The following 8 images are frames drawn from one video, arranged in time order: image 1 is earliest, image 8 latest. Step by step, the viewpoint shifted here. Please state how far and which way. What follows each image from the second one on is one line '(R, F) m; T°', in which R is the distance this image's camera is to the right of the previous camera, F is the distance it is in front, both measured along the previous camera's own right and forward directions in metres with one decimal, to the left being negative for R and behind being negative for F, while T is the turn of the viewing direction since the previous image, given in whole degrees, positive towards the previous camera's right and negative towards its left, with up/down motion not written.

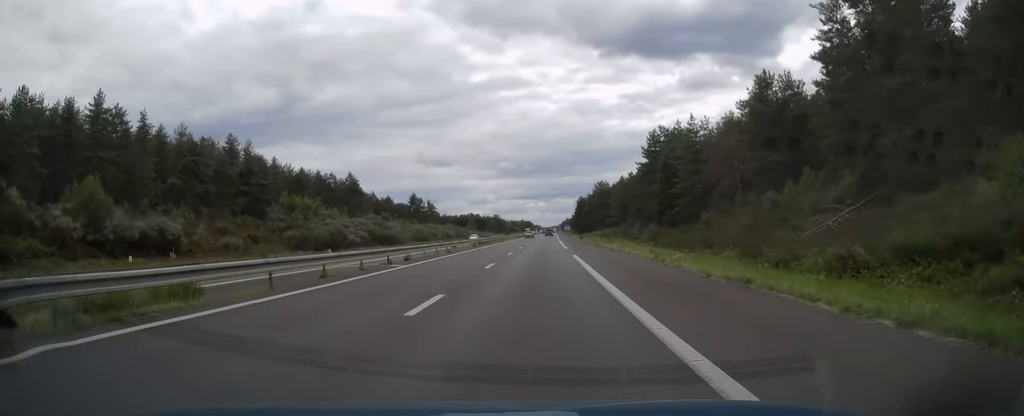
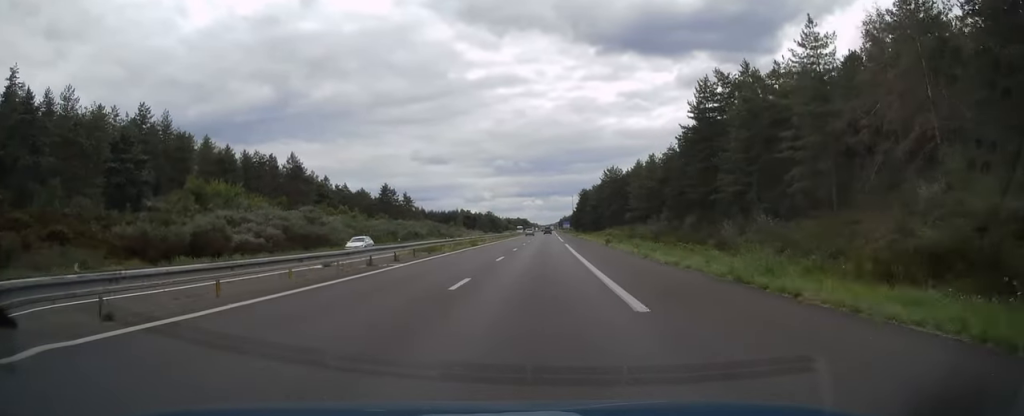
(+0.1, +34.9) m; 0°
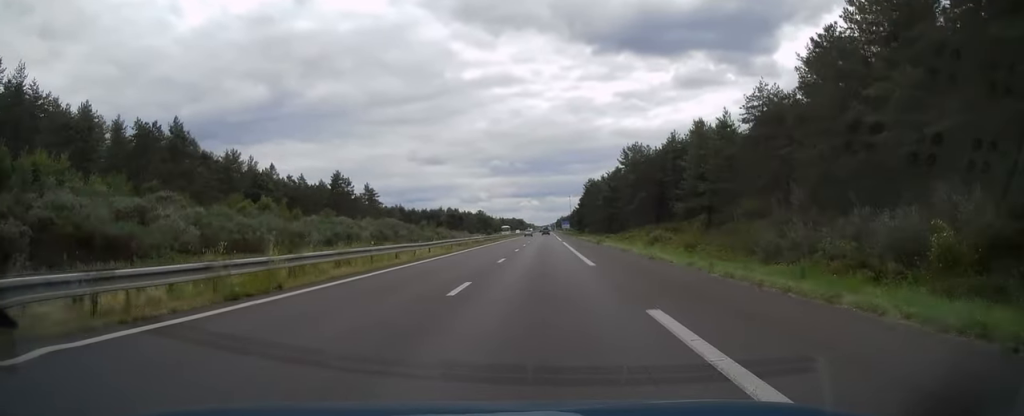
(+0.1, +40.4) m; 0°
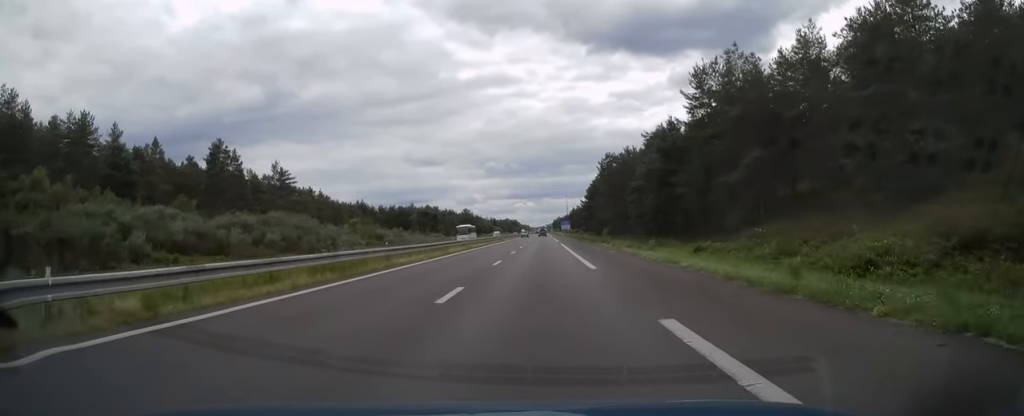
(+0.1, +53.1) m; 0°
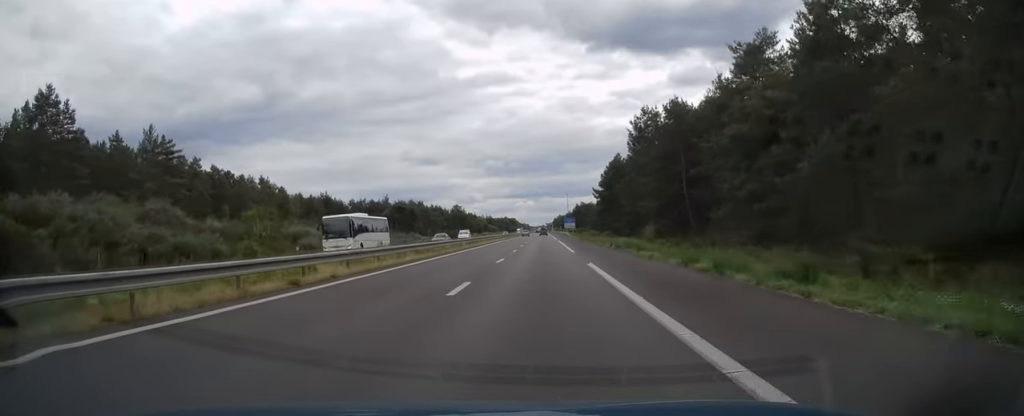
(+0.1, +37.9) m; 0°
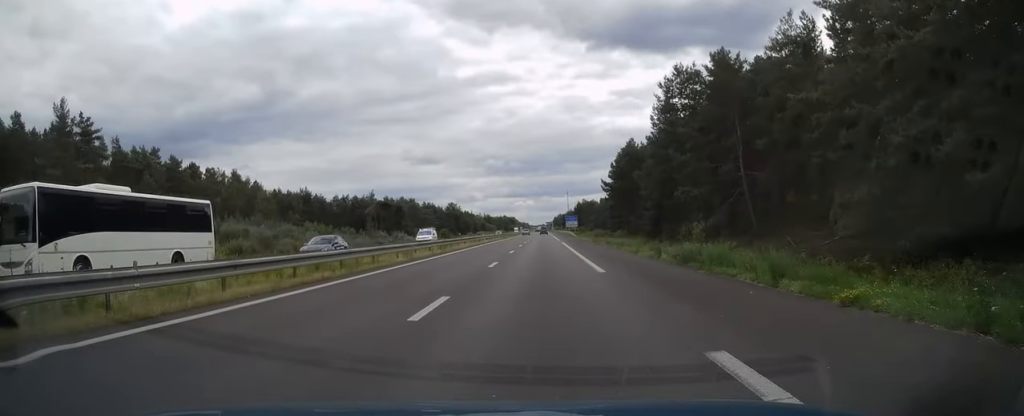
(0.0, +16.7) m; 0°
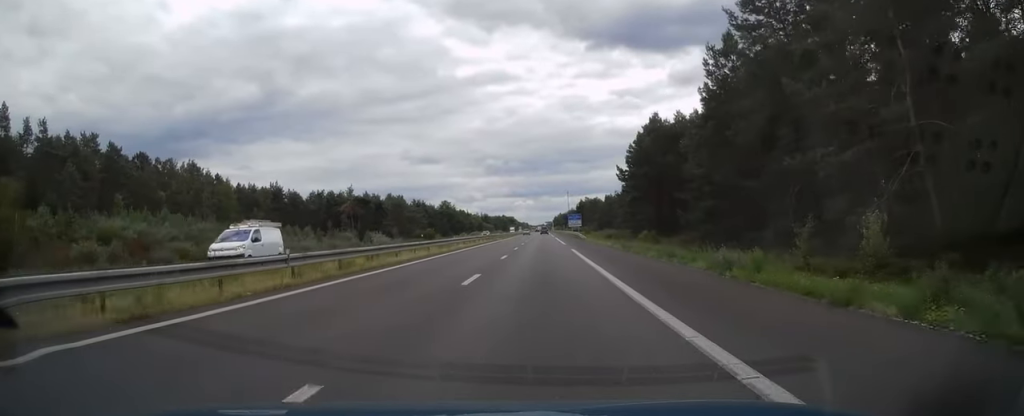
(0.0, +20.1) m; 0°
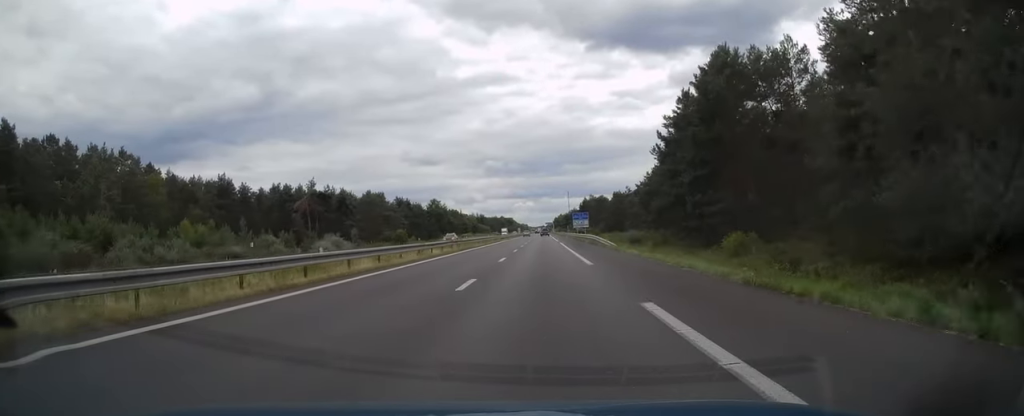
(0.0, +27.0) m; 0°
